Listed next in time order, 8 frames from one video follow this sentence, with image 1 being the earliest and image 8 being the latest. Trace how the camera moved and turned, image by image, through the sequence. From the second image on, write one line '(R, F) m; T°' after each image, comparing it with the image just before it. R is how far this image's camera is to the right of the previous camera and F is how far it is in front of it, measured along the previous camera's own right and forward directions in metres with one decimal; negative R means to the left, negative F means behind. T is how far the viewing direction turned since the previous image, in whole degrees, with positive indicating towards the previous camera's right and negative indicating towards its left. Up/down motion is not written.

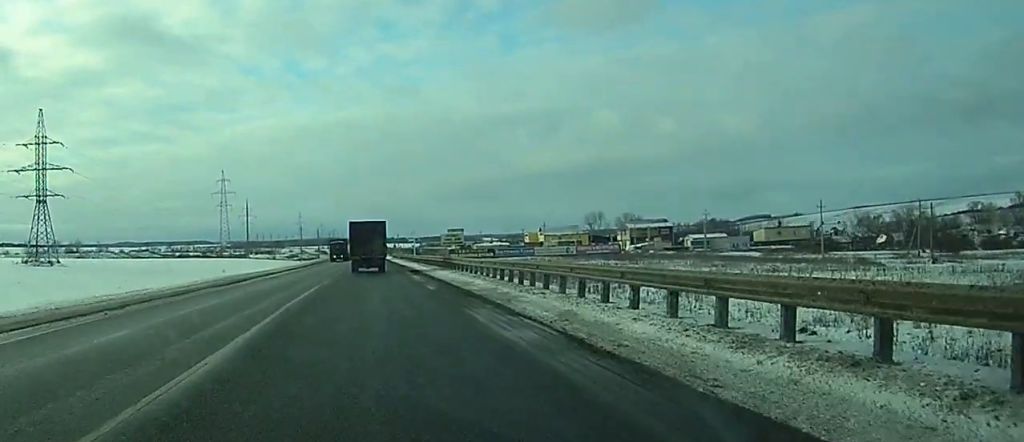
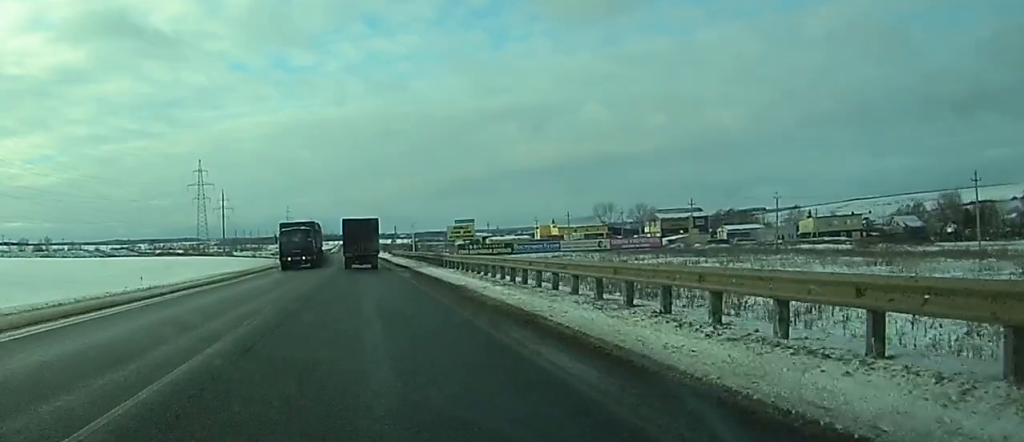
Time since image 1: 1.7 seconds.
(-0.1, +39.5) m; 0°
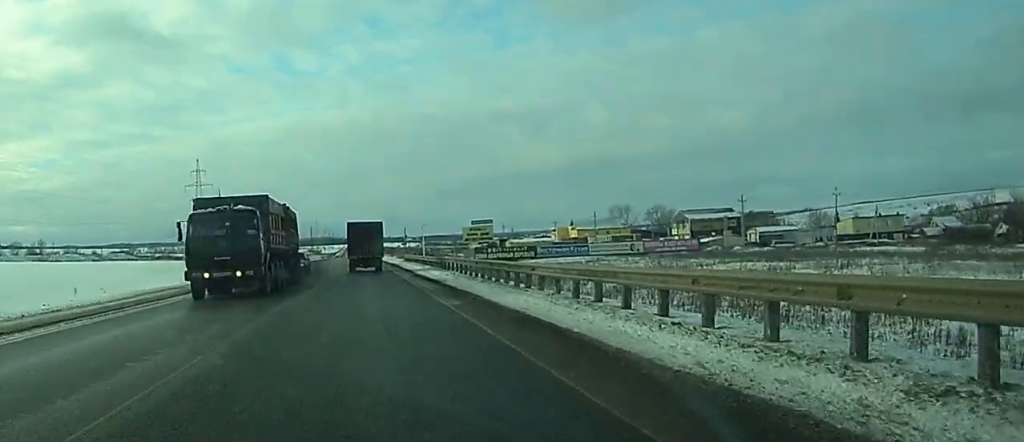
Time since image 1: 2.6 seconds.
(+0.1, +19.7) m; +1°
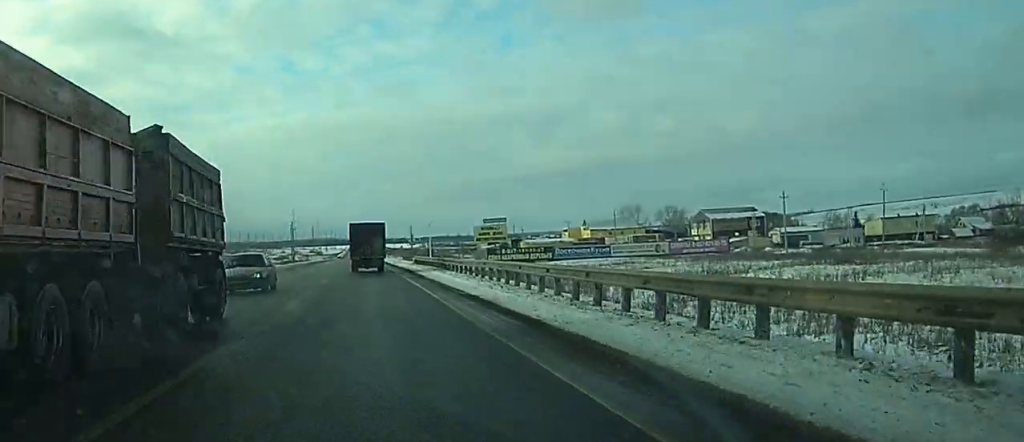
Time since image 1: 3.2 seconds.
(+0.1, +13.5) m; -1°
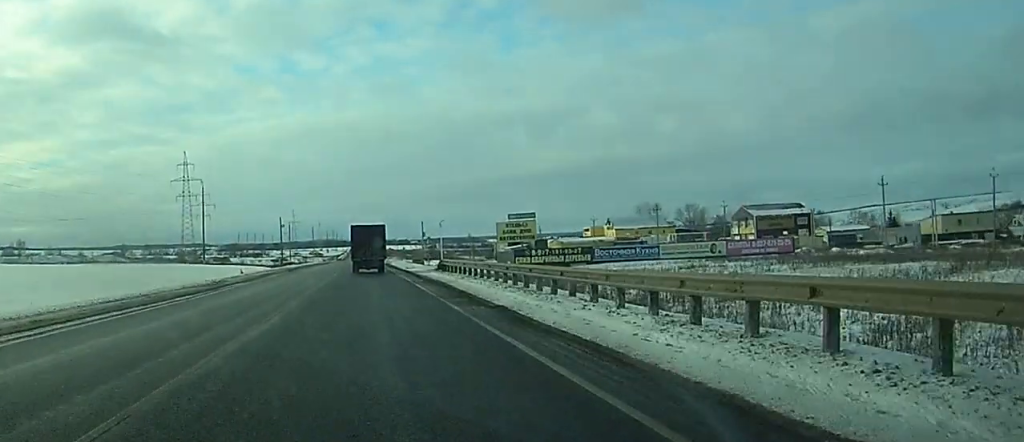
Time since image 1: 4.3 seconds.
(-0.3, +25.3) m; -1°
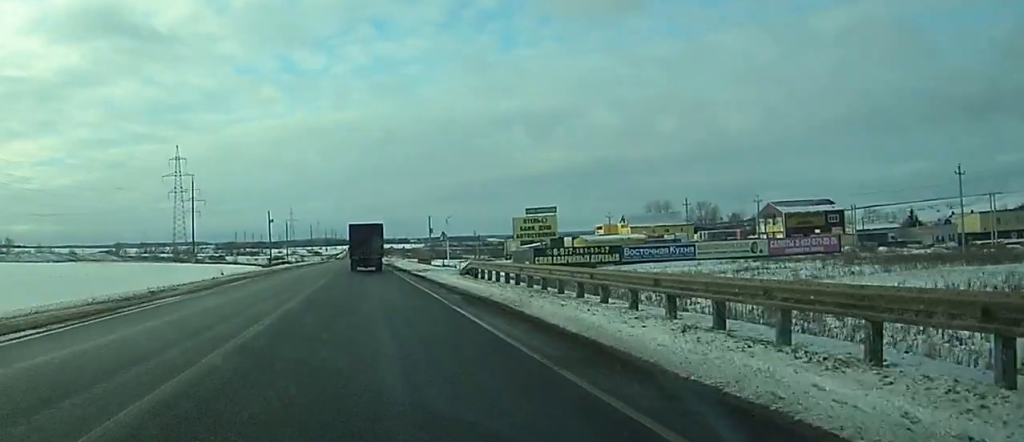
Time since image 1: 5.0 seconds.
(-0.1, +14.8) m; 0°
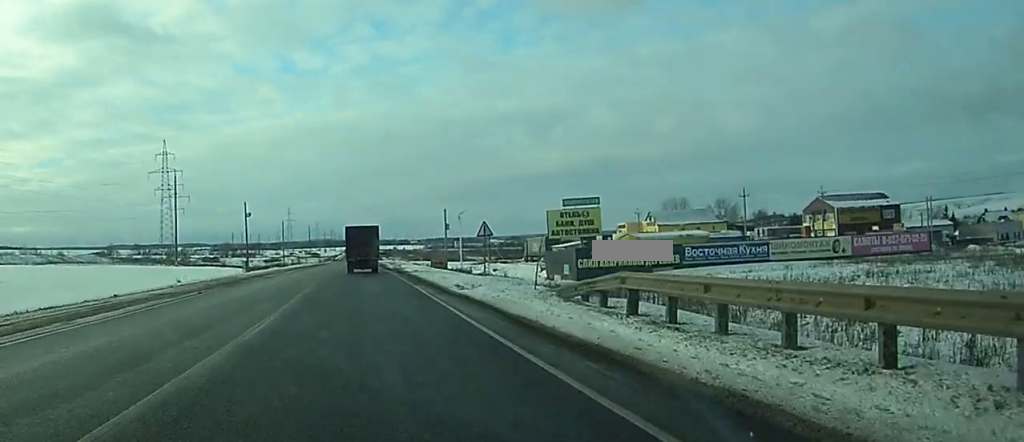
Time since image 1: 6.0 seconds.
(+0.2, +22.2) m; +1°
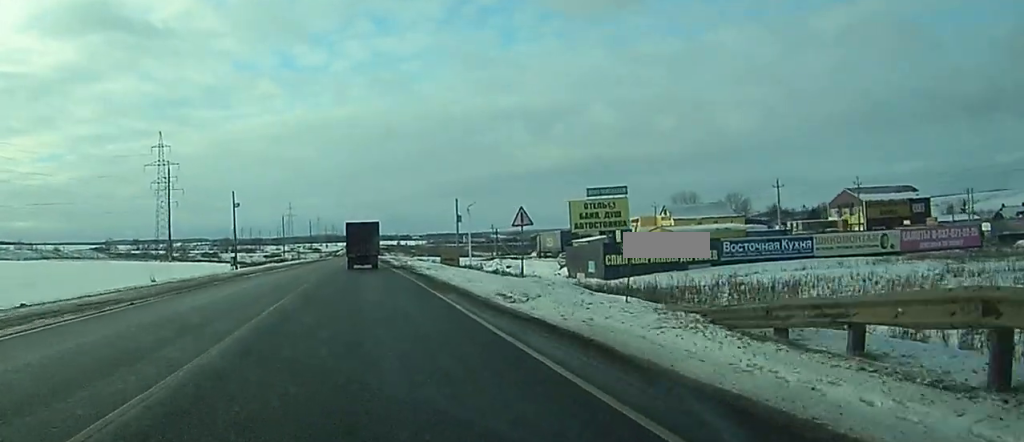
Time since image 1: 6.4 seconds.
(+0.1, +9.6) m; 0°
